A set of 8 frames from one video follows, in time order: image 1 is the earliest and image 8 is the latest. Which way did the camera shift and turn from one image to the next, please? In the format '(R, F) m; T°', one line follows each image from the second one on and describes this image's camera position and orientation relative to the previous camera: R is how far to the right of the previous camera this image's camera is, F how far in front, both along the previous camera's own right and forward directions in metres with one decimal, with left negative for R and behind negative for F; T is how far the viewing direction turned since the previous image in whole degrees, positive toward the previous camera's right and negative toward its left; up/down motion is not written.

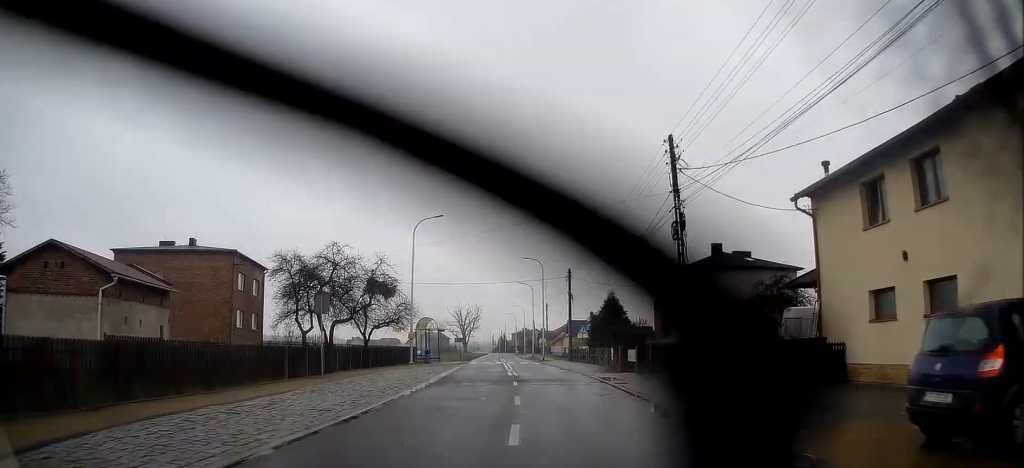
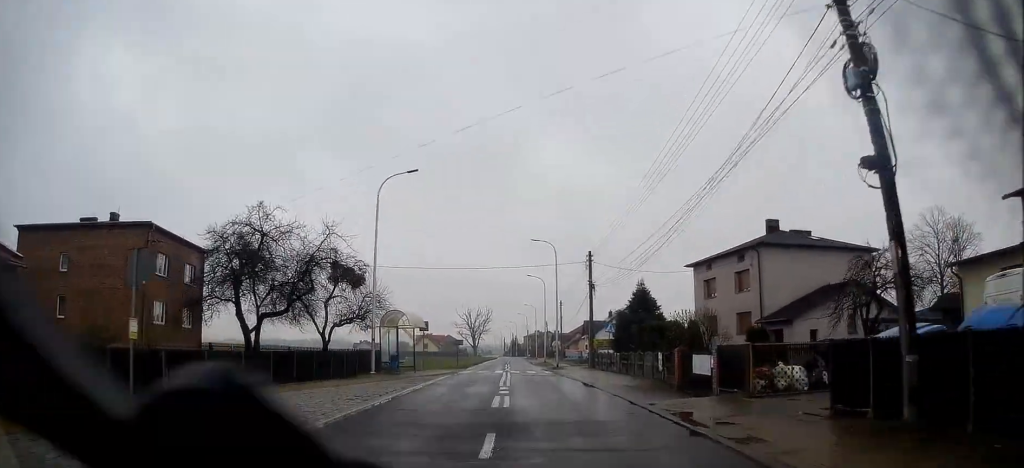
(-0.2, +12.4) m; -2°
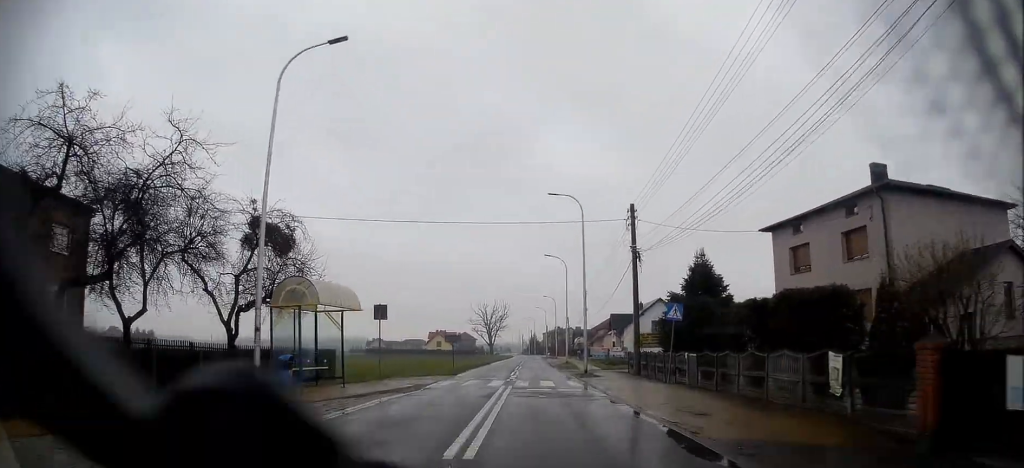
(-0.2, +14.4) m; -2°
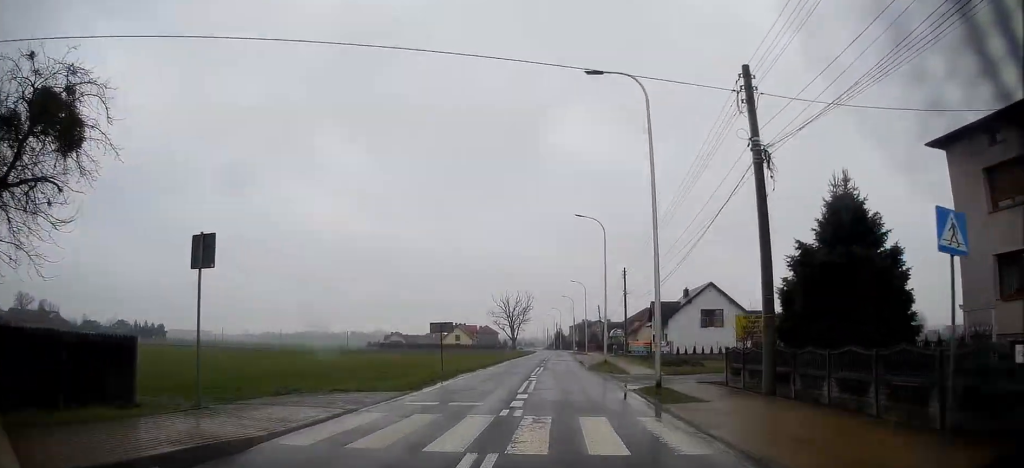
(-0.2, +15.4) m; -2°
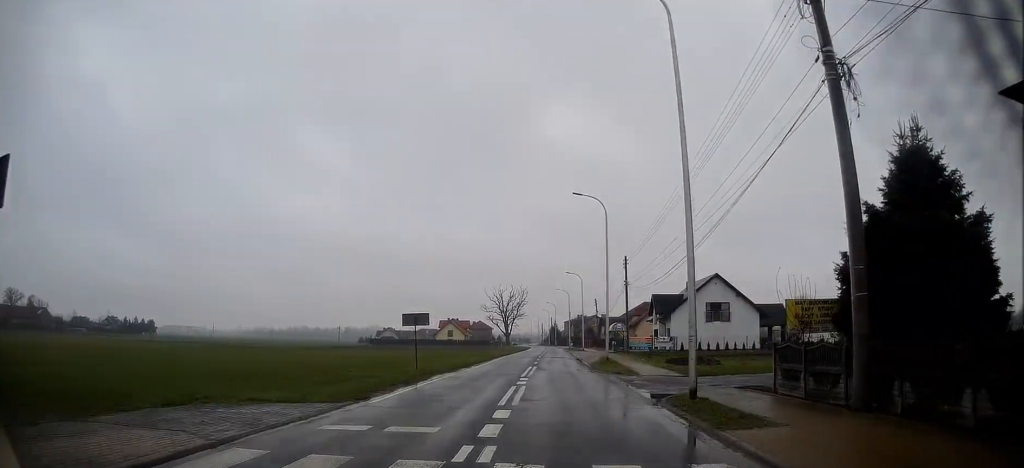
(0.0, +5.3) m; 0°
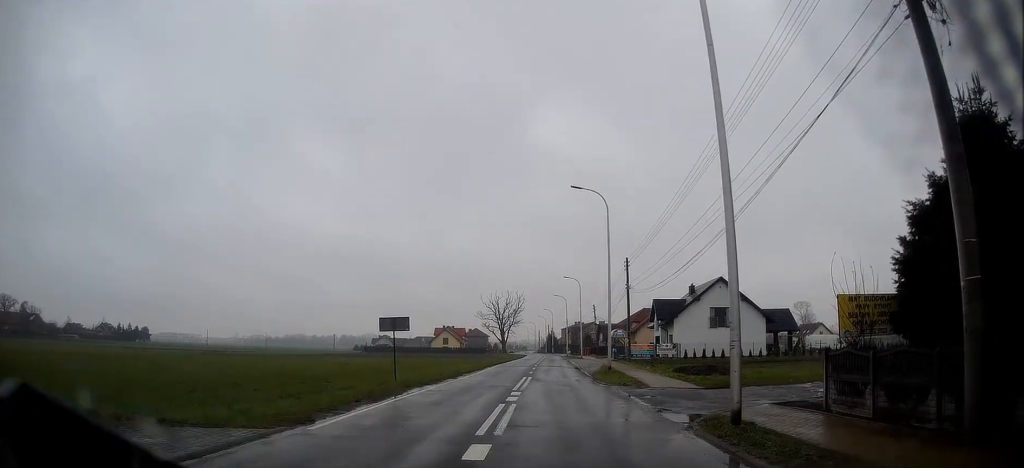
(0.0, +3.6) m; +1°
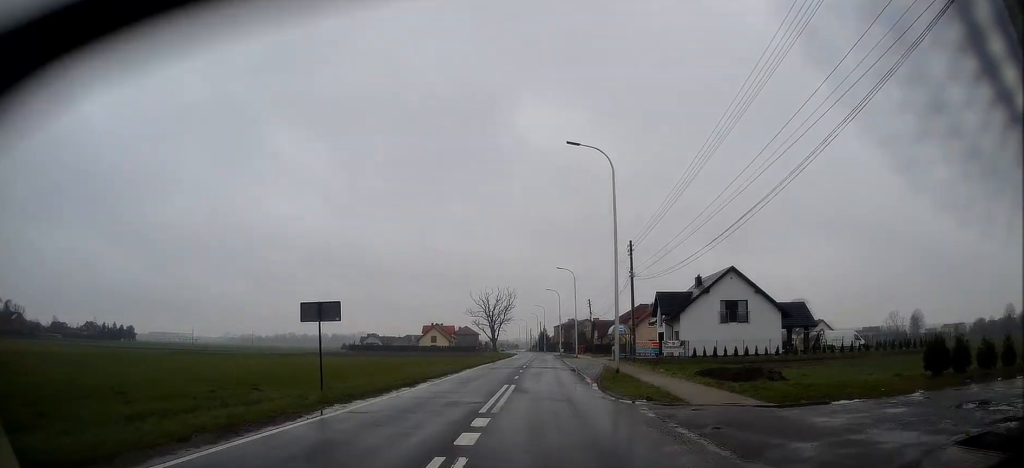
(+0.2, +8.2) m; +1°
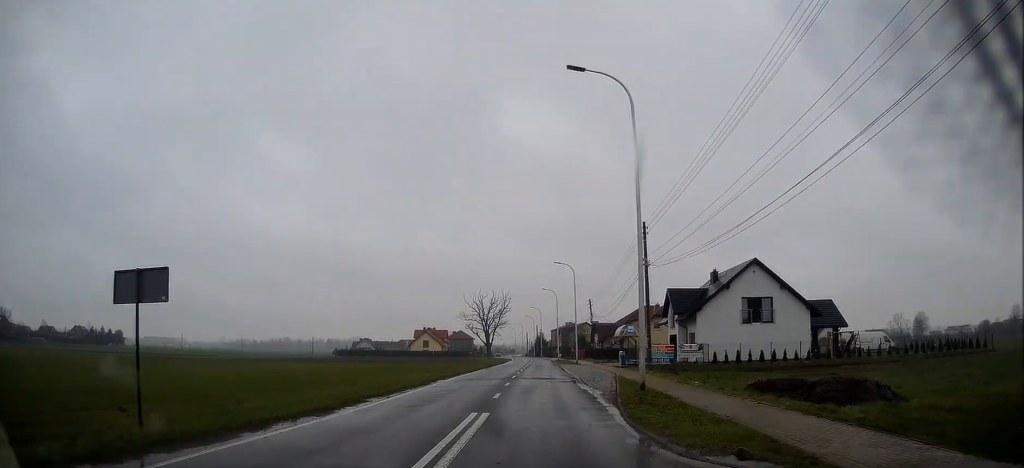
(-0.1, +8.6) m; 0°
